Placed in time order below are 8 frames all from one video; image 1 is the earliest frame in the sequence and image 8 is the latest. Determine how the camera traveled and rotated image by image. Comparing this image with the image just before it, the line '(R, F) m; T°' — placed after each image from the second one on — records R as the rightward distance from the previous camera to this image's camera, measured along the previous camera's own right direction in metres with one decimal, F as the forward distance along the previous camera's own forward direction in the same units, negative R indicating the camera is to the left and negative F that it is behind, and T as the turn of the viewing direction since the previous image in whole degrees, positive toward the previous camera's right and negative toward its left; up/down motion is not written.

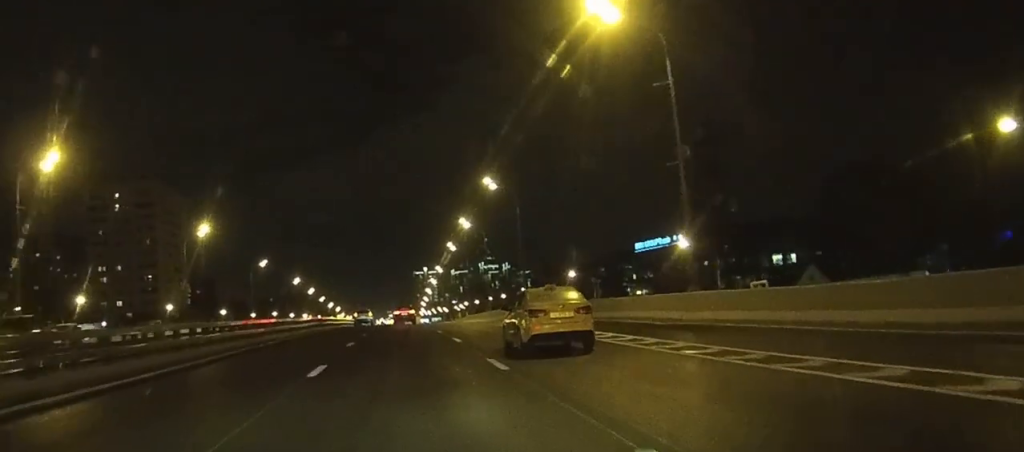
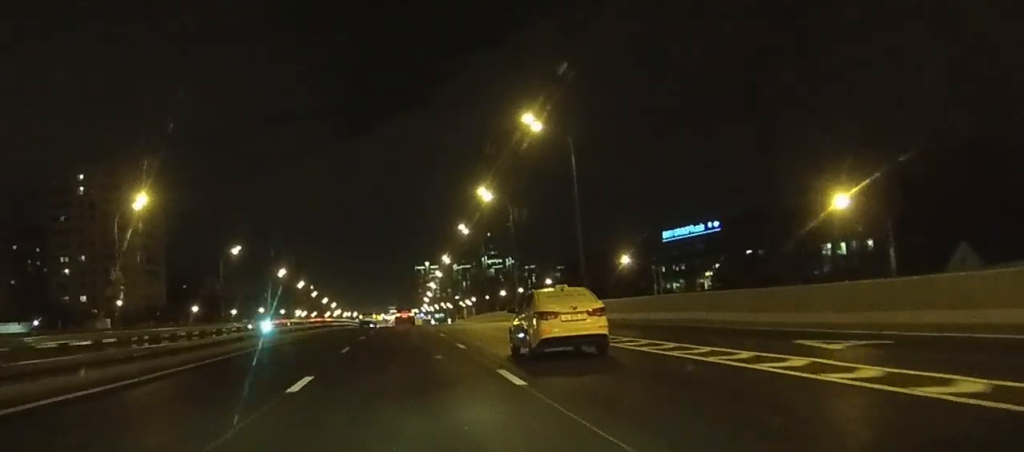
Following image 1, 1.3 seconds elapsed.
(0.0, +26.2) m; 0°
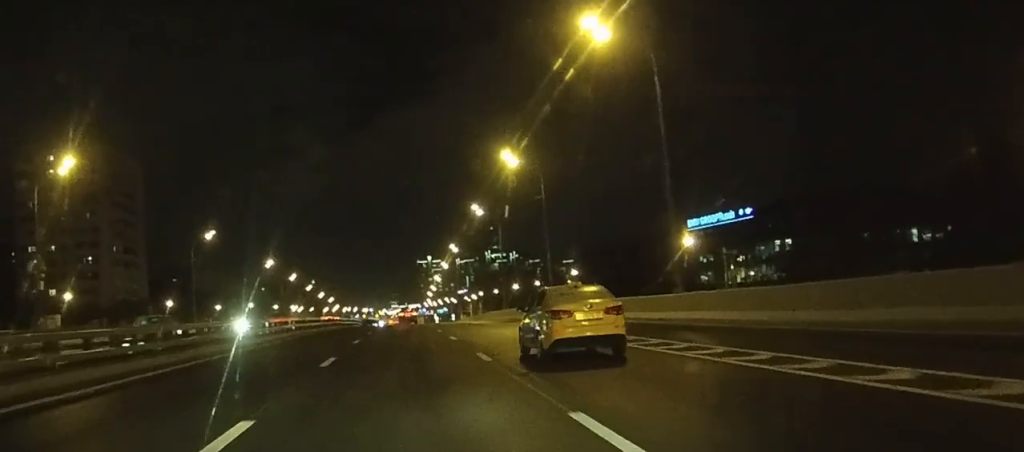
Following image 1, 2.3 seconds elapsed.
(0.0, +18.7) m; 0°
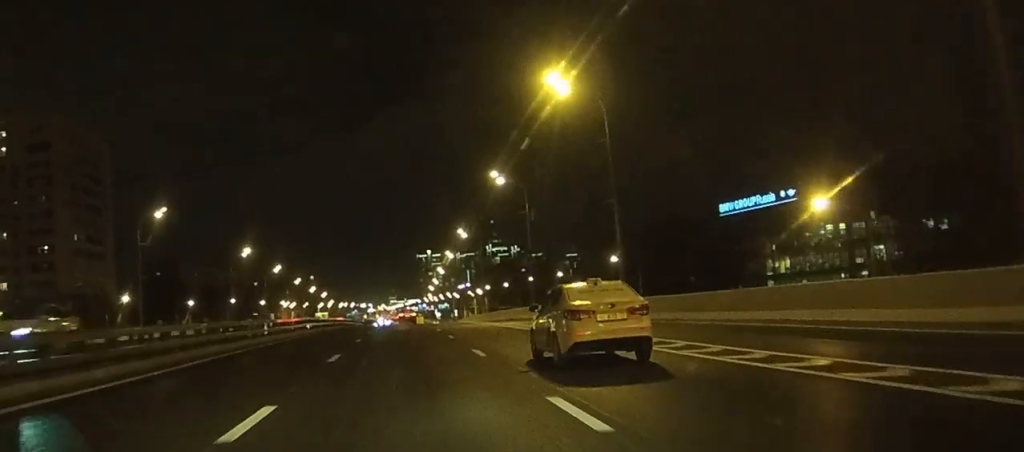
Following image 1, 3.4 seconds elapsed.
(0.0, +22.3) m; 0°
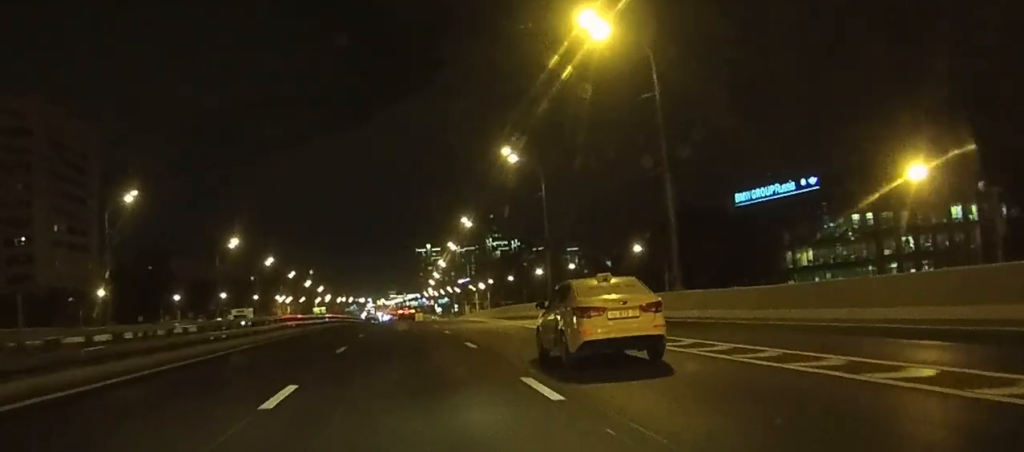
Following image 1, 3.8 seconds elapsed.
(0.0, +9.6) m; 0°
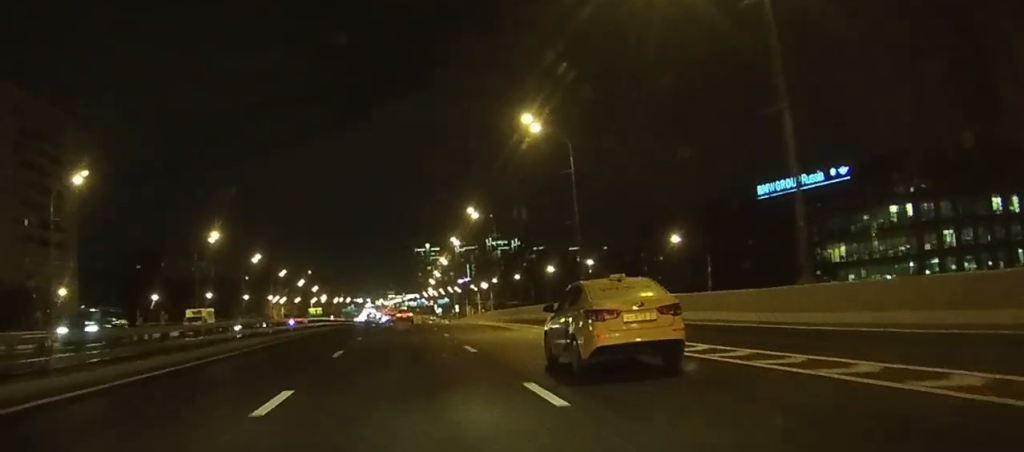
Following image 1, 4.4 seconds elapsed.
(0.0, +12.3) m; 0°
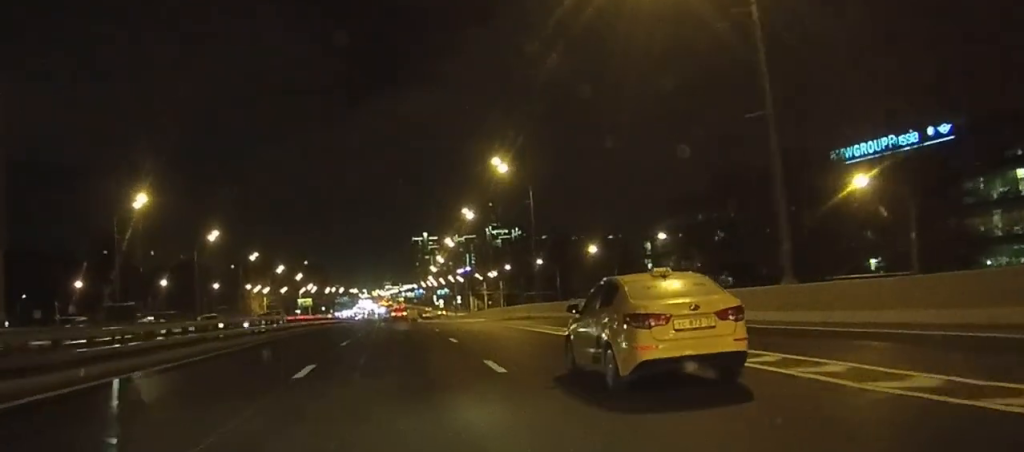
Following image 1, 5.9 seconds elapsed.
(+0.1, +30.9) m; 0°
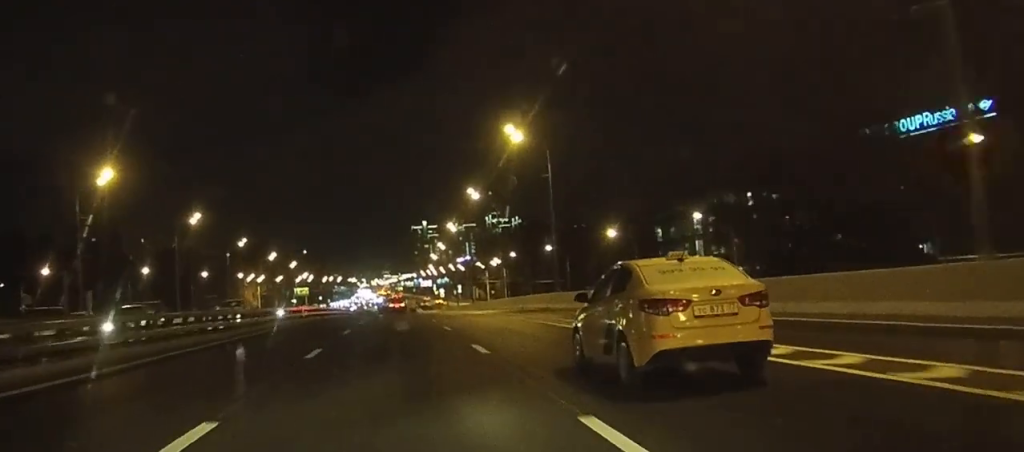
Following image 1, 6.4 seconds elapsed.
(0.0, +9.6) m; 0°
